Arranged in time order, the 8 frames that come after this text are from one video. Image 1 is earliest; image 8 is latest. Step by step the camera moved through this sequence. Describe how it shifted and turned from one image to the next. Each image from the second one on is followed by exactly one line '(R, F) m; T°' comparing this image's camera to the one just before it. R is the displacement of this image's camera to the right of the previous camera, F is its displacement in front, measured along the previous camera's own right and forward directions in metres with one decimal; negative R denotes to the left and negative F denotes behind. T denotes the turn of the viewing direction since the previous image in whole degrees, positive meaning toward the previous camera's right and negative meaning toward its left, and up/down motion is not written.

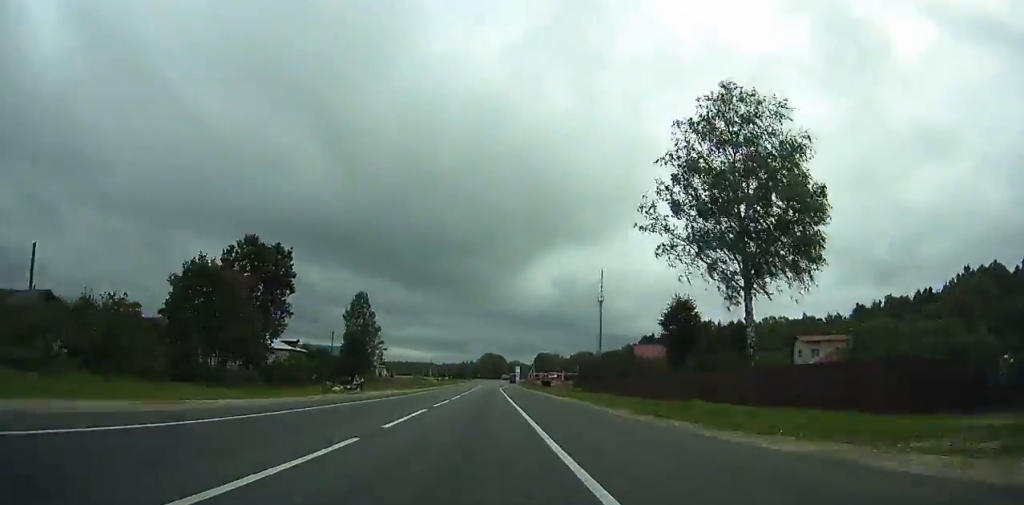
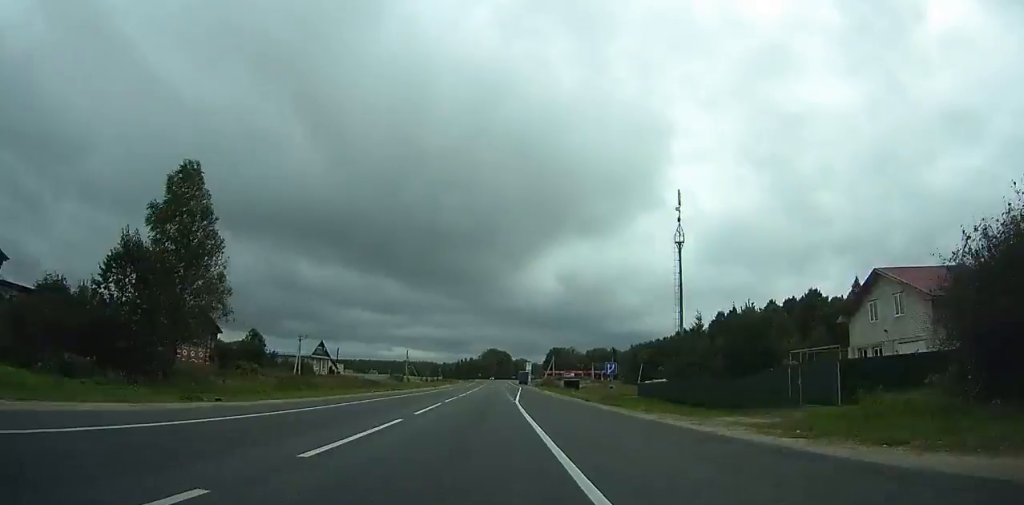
(-0.1, +66.6) m; 0°
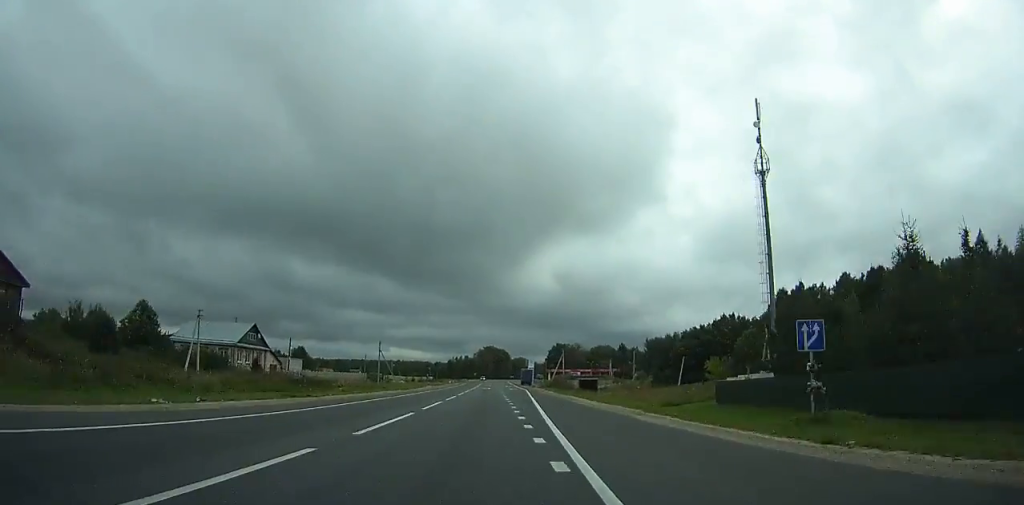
(0.0, +30.9) m; 0°
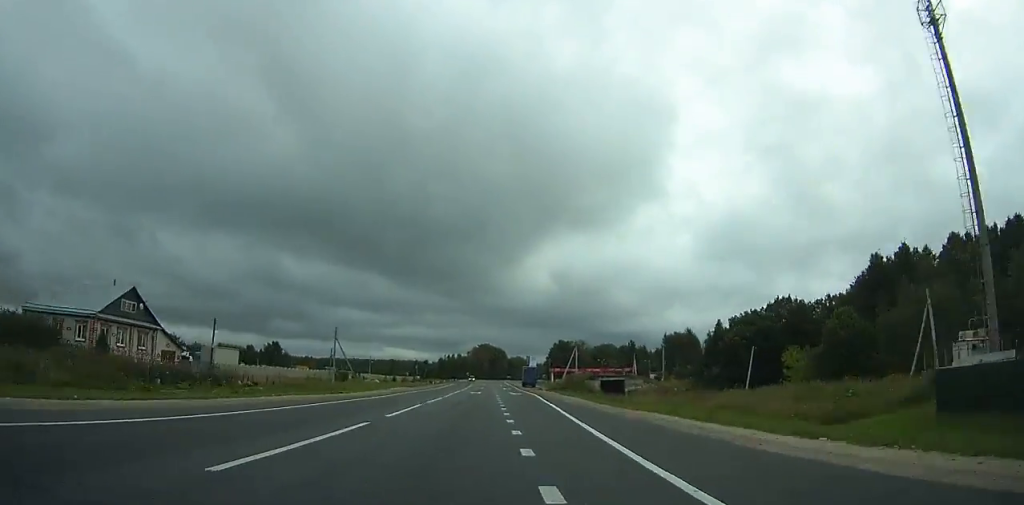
(+0.3, +29.4) m; 0°
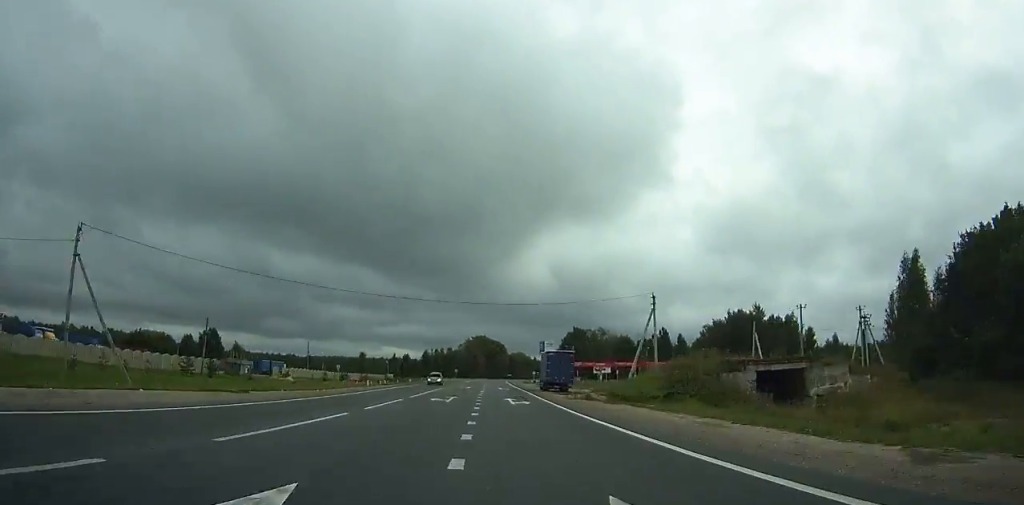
(+0.1, +55.4) m; 0°
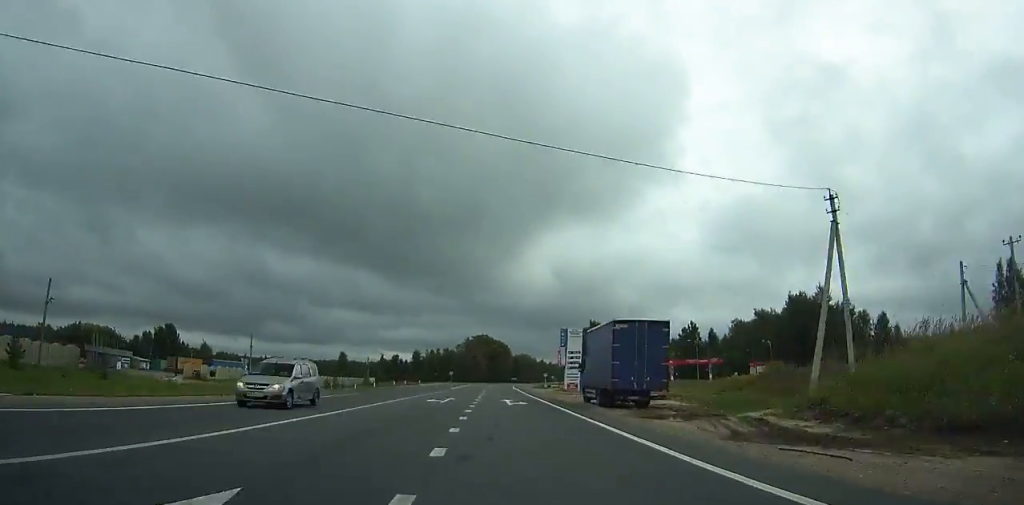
(0.0, +30.0) m; 0°
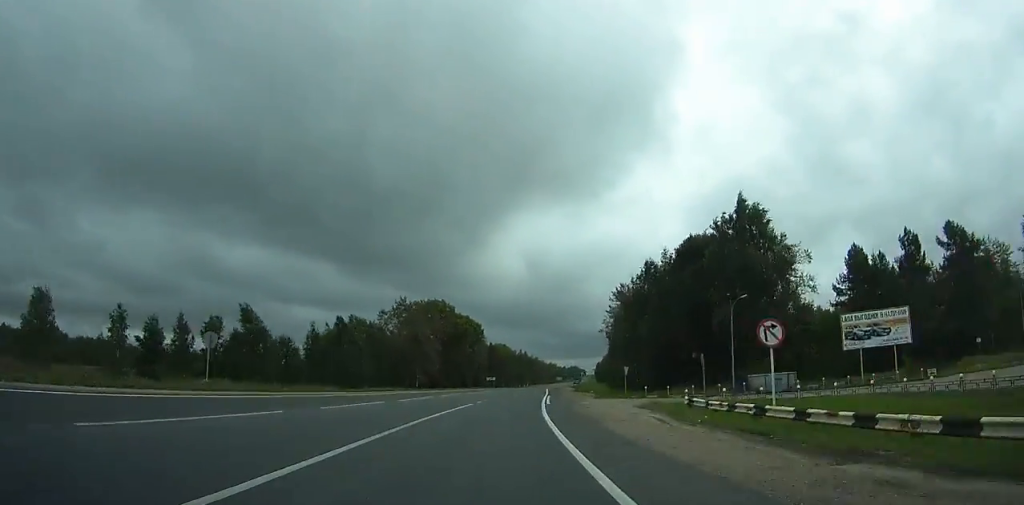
(+1.9, +120.0) m; +4°
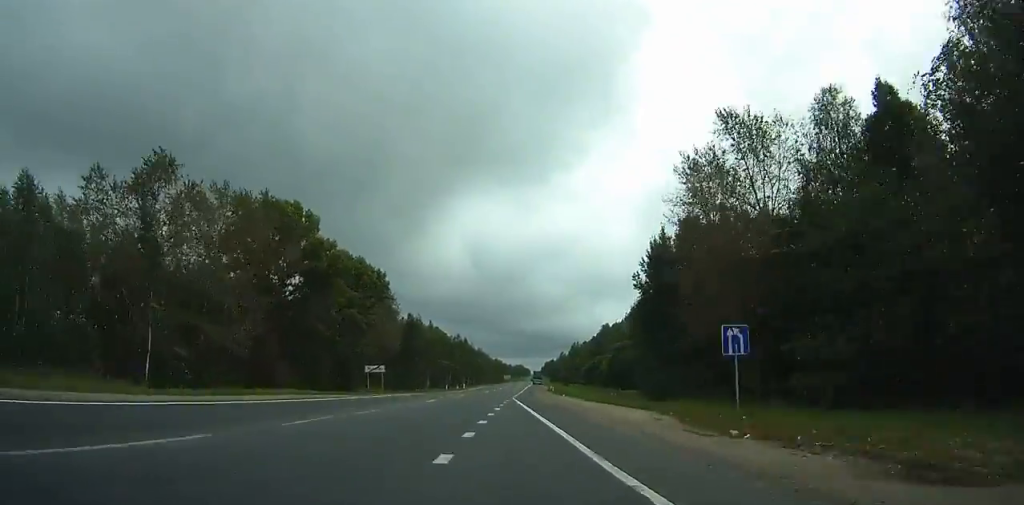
(+4.3, +79.9) m; +5°
